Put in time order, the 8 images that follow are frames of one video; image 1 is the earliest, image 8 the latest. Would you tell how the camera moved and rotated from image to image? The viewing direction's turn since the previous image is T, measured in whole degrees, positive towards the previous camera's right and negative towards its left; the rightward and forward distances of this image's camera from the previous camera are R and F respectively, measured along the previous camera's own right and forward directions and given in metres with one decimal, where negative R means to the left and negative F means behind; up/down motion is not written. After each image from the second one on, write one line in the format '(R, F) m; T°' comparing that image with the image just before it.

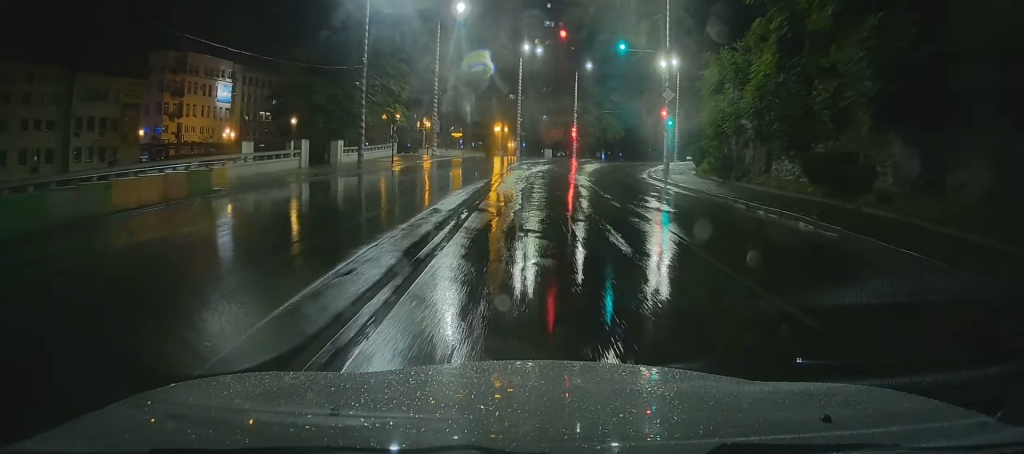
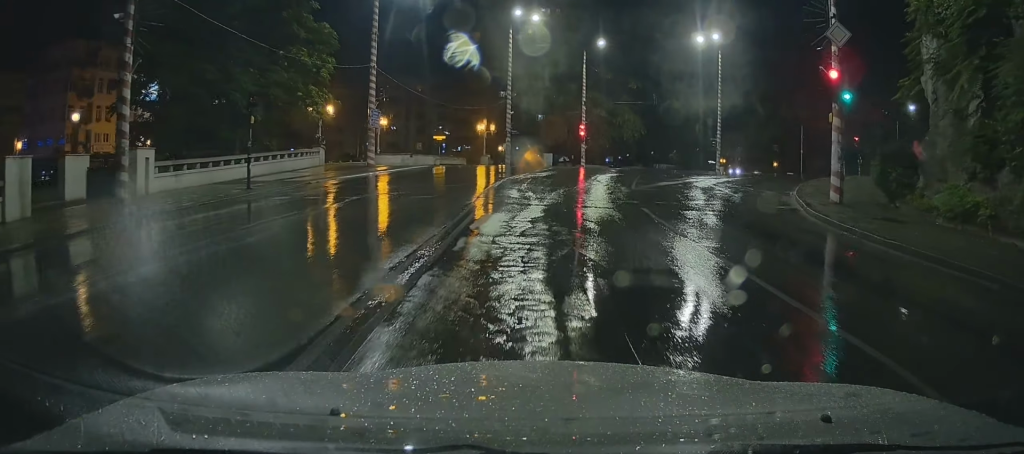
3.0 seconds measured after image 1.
(+0.4, +19.9) m; +3°
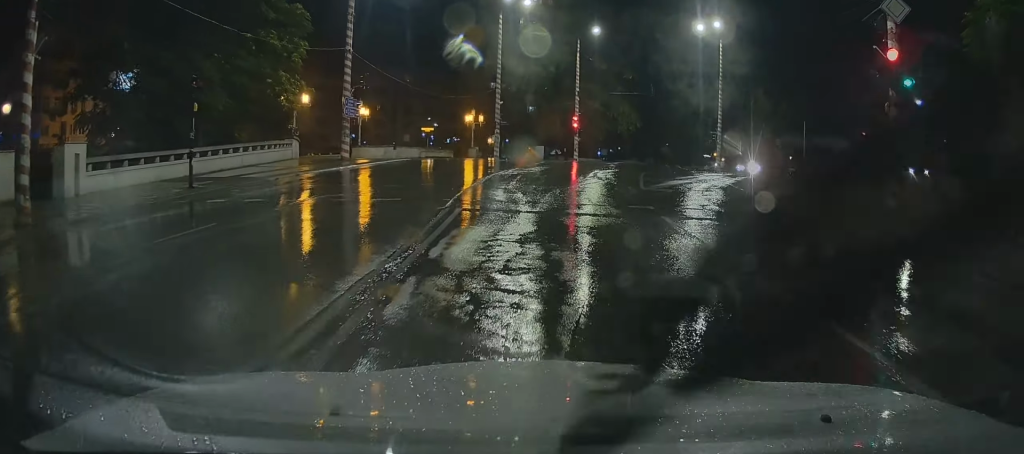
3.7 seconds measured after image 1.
(+0.1, +2.7) m; -2°
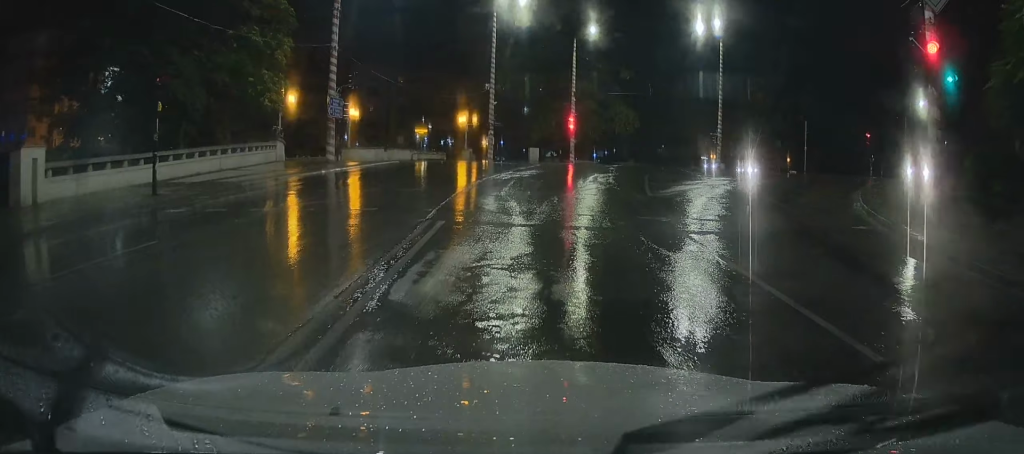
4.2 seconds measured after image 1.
(0.0, +1.5) m; -3°
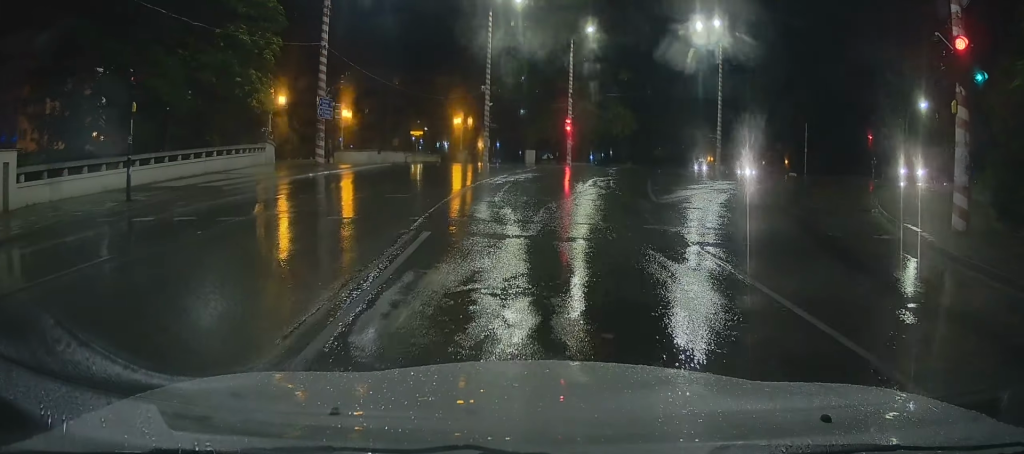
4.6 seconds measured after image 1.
(-0.1, +1.0) m; -3°
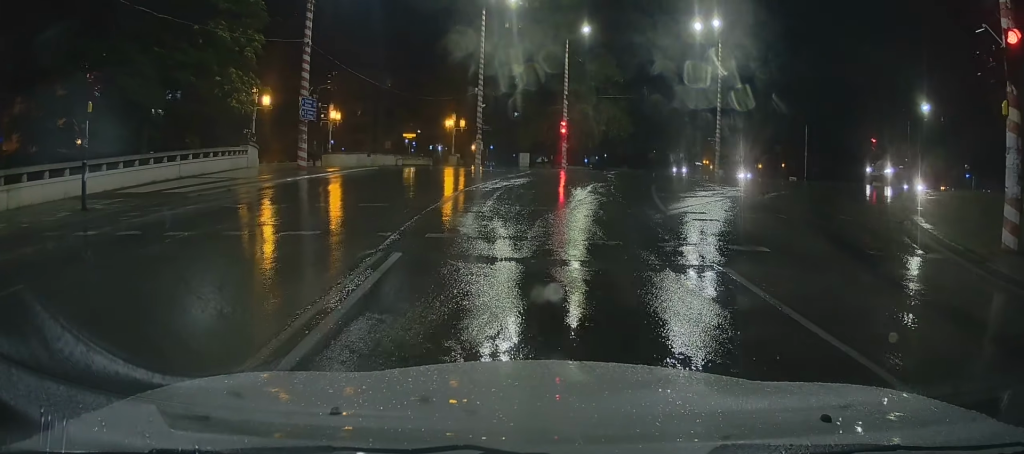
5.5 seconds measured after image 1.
(-0.1, +1.3) m; -3°
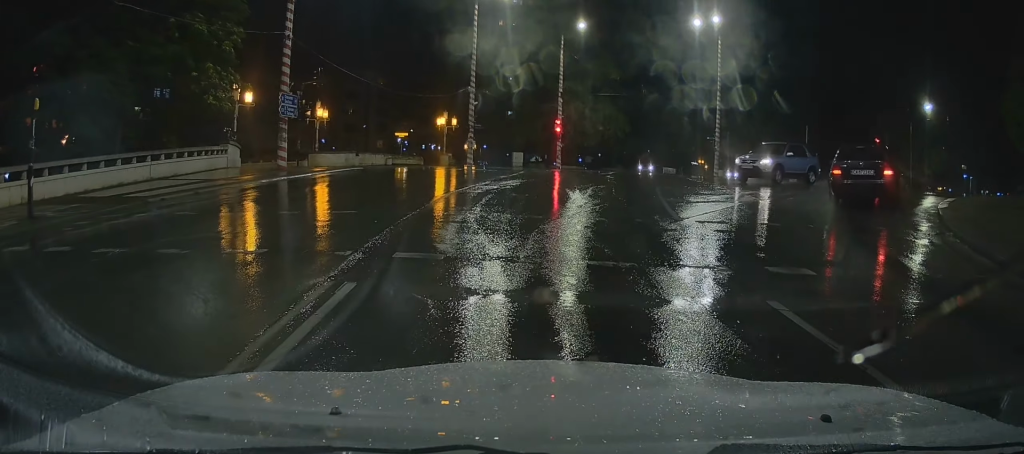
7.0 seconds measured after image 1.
(-0.3, -0.1) m; 0°
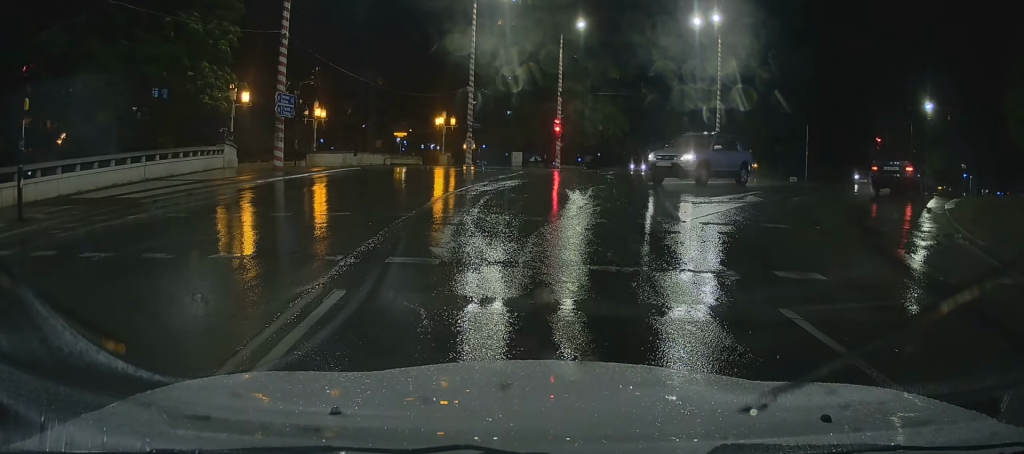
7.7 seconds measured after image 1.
(0.0, 0.0) m; 0°
